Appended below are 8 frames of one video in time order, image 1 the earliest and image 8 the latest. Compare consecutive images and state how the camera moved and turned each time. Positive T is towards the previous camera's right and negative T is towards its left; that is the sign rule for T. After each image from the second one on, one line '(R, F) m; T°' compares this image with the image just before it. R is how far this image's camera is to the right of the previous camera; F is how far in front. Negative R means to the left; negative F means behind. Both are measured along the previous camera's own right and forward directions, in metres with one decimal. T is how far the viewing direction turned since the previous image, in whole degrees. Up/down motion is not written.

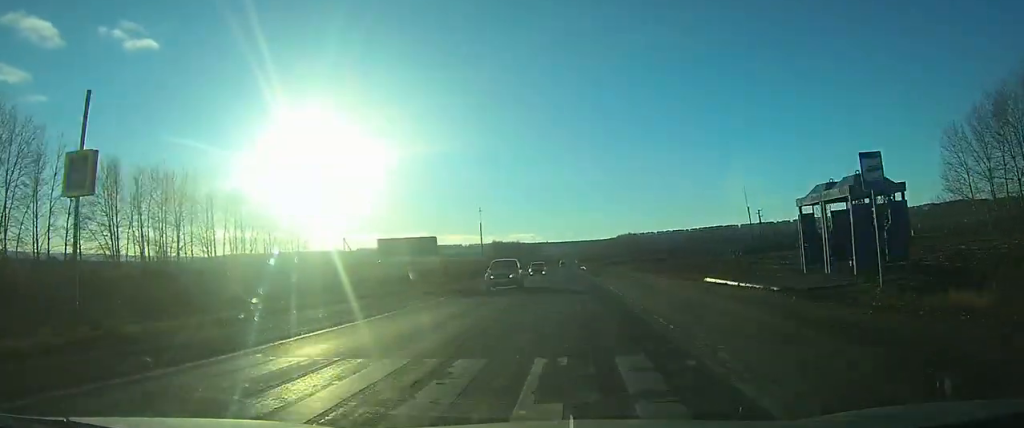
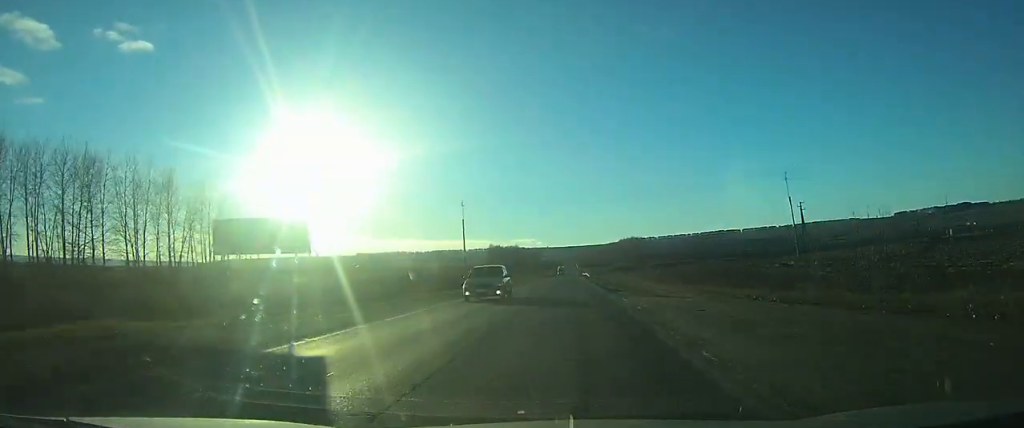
(0.0, +19.5) m; 0°
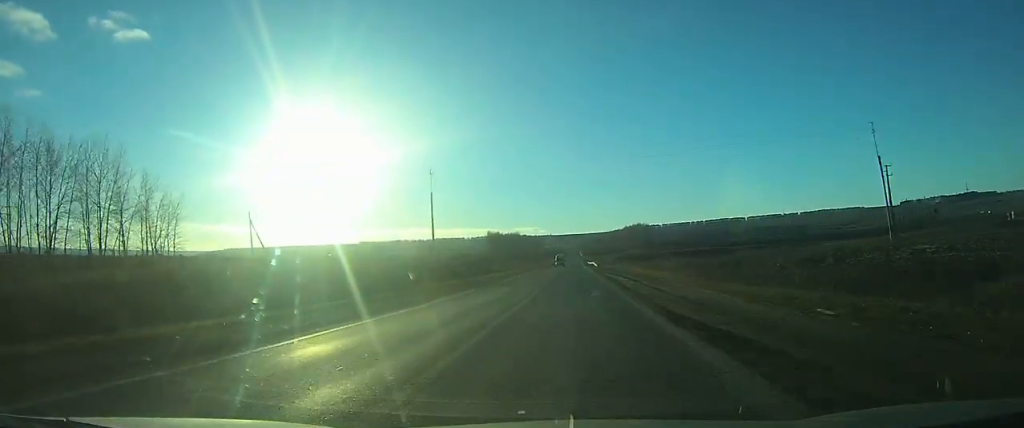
(0.0, +24.2) m; 0°
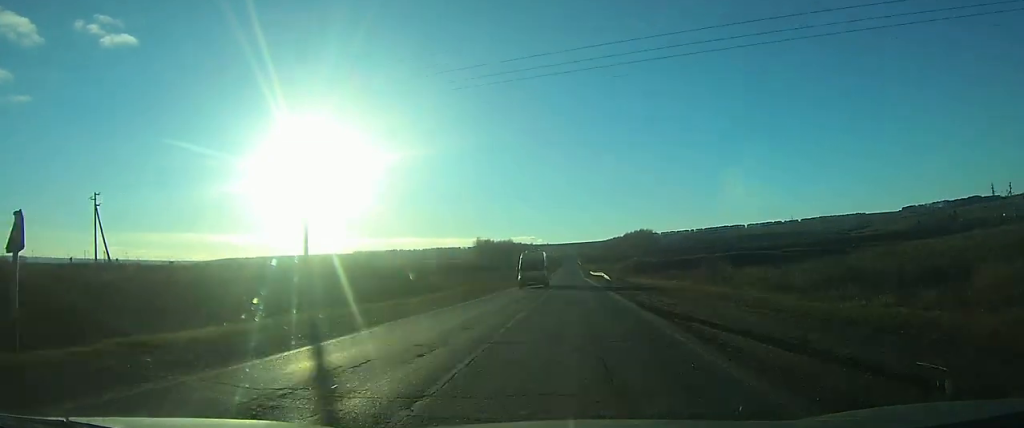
(-0.3, +38.2) m; 0°
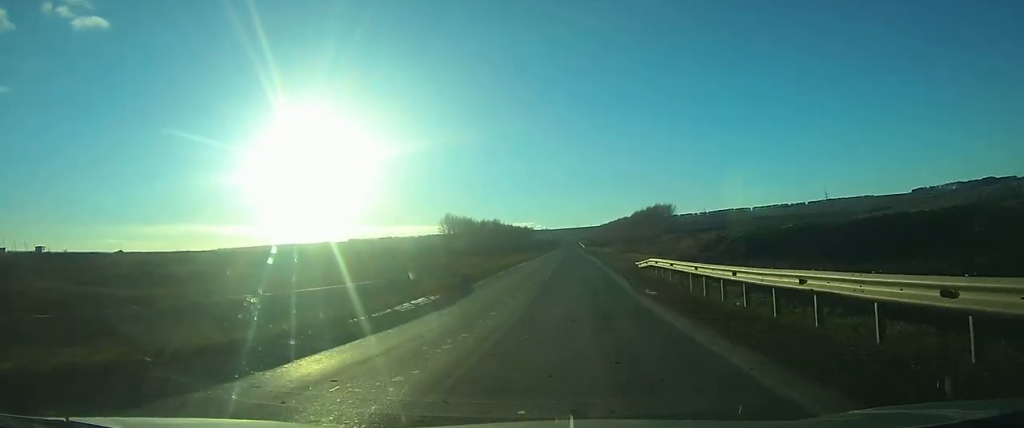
(-0.4, +91.4) m; -1°
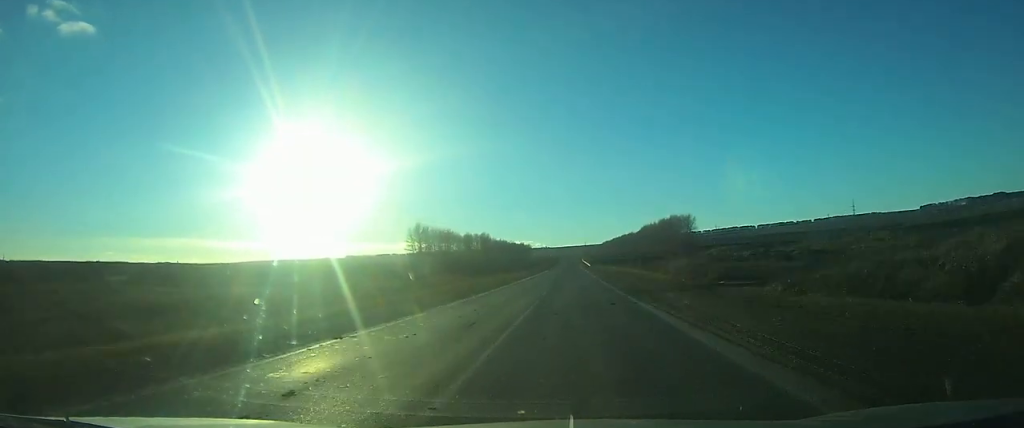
(-0.3, +54.0) m; 0°
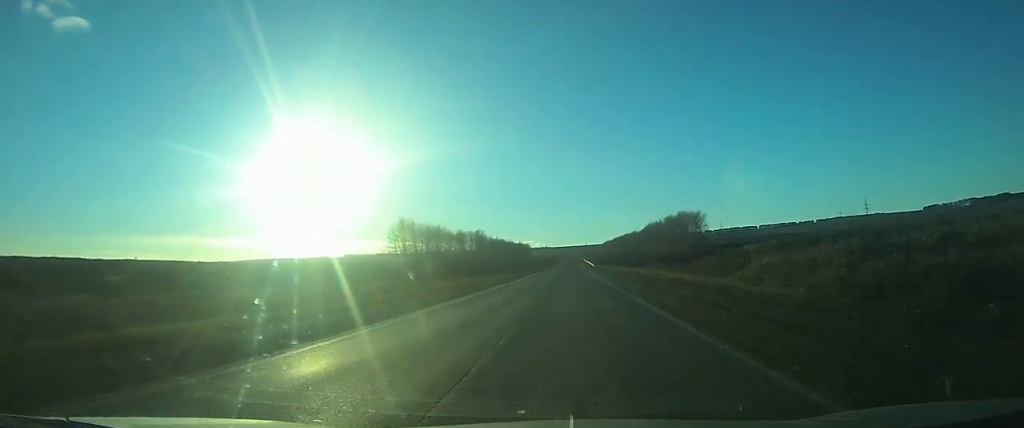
(0.0, +21.4) m; 0°
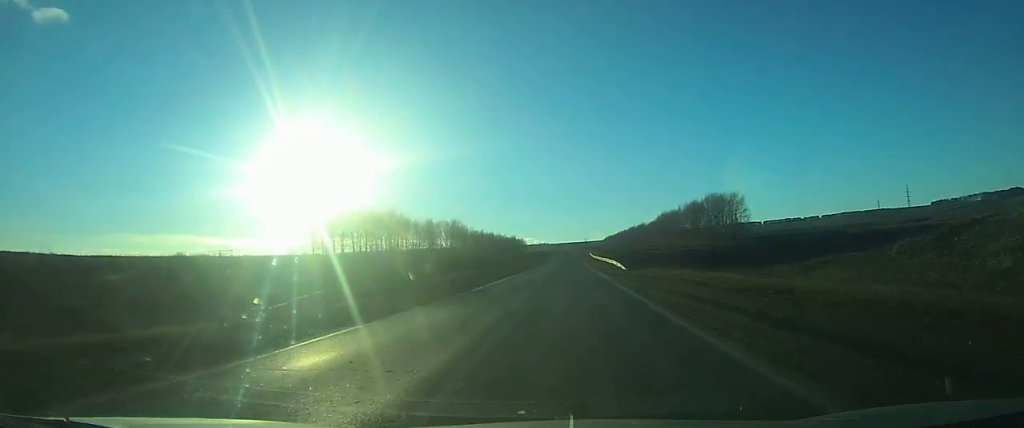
(0.0, +67.8) m; 0°
